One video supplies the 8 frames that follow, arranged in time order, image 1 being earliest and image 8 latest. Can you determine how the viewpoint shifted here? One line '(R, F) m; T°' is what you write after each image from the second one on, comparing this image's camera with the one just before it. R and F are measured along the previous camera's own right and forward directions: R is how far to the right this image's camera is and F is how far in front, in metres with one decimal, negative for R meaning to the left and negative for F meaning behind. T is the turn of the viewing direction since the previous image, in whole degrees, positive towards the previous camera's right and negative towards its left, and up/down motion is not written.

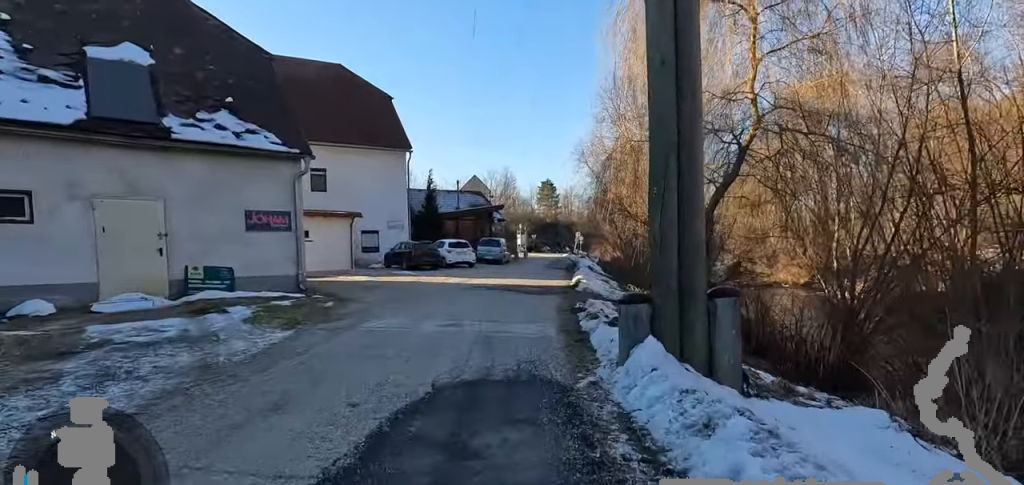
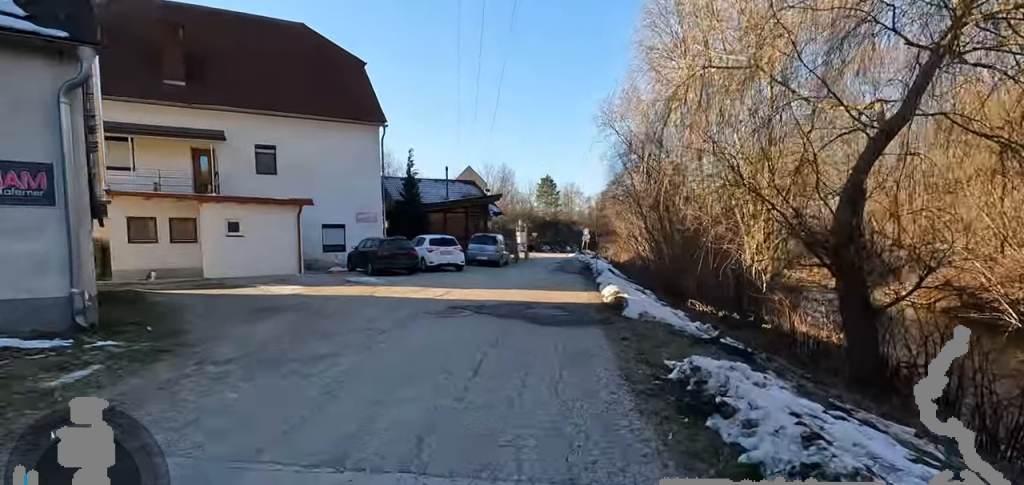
(0.0, +6.4) m; 0°
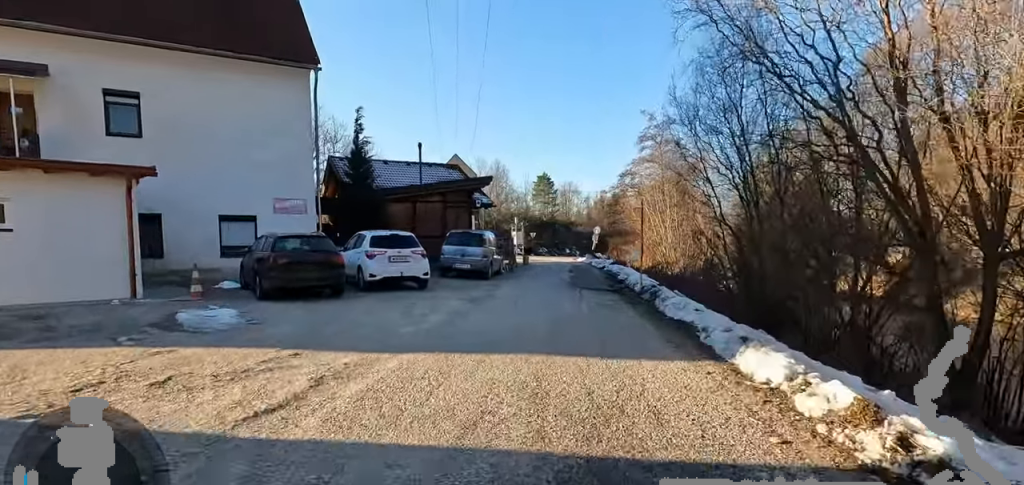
(0.0, +8.2) m; 0°
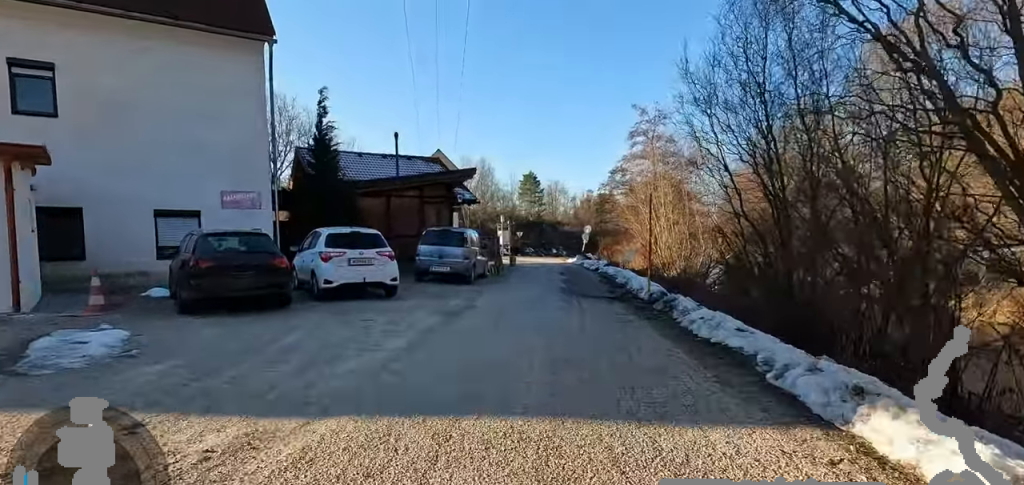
(0.0, +2.1) m; 0°
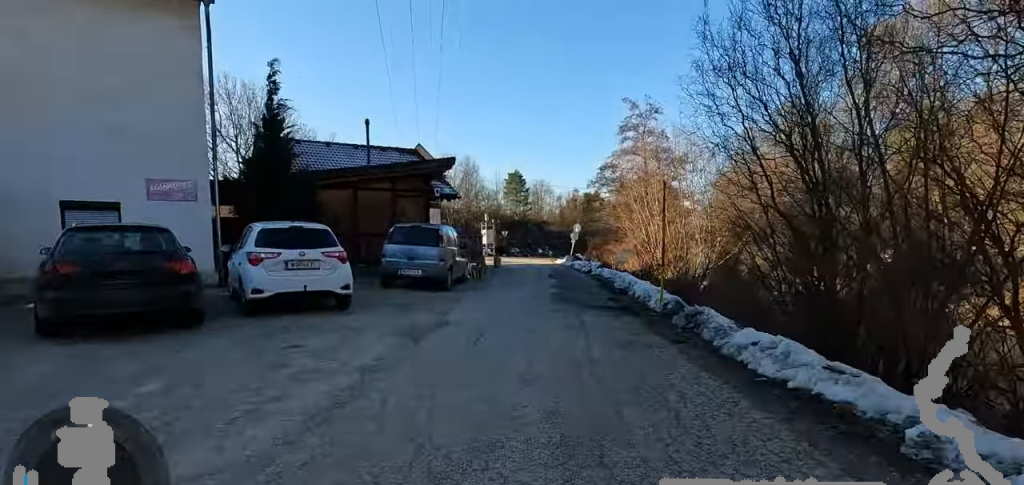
(0.0, +2.2) m; 0°
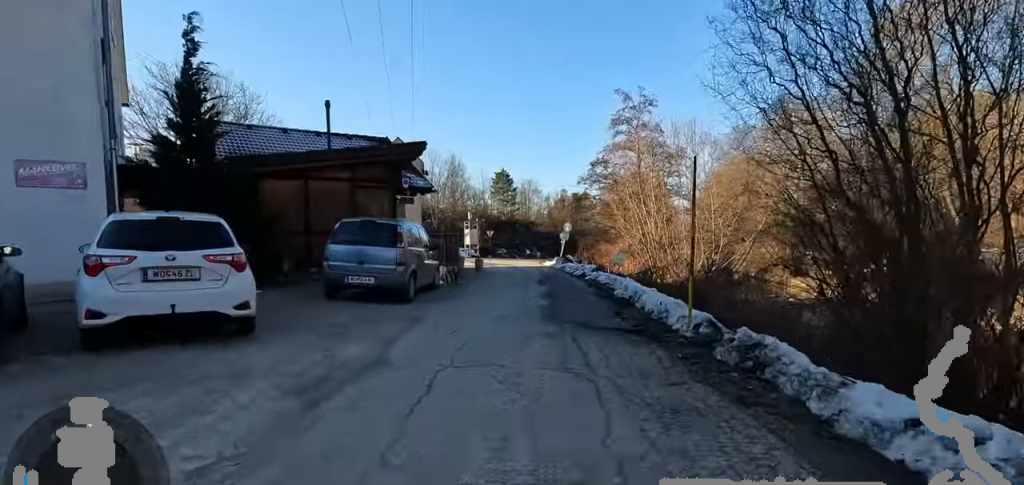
(0.0, +2.6) m; 0°
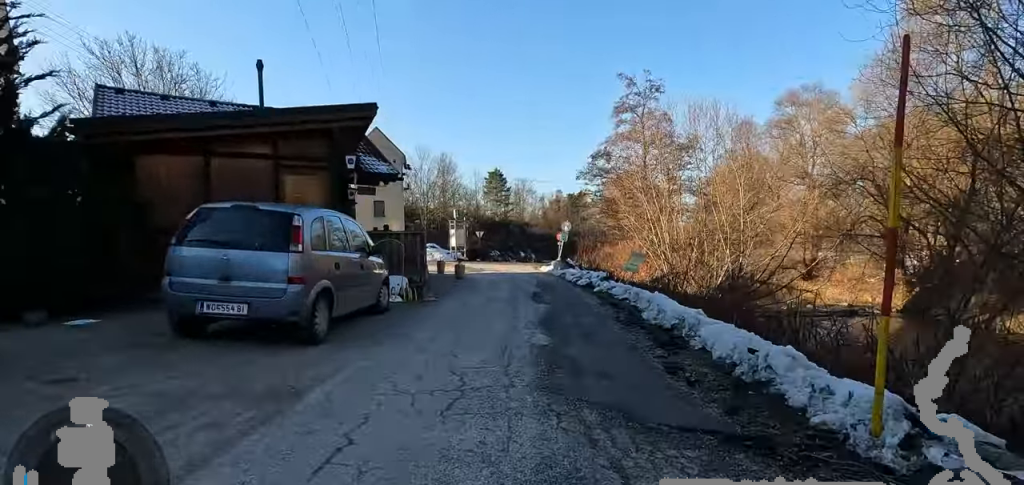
(0.0, +4.0) m; 0°
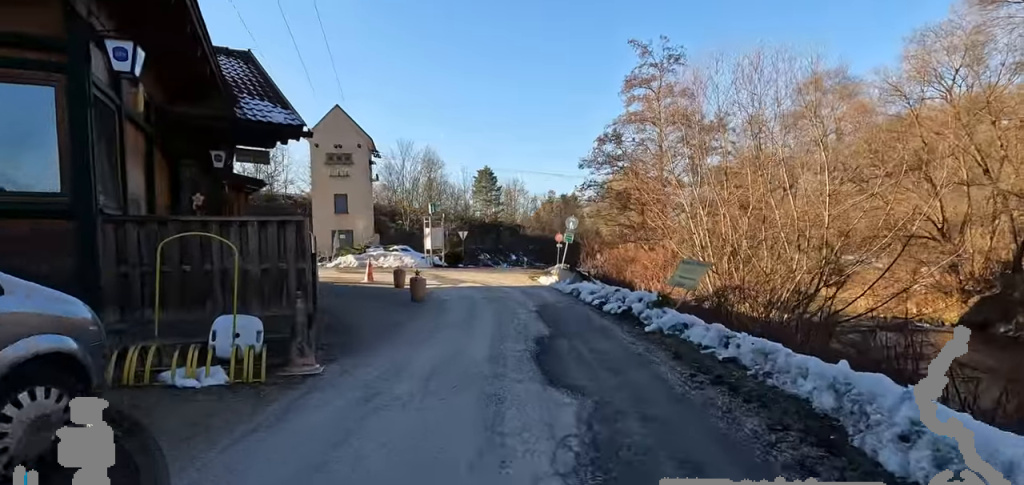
(0.0, +6.0) m; +3°
